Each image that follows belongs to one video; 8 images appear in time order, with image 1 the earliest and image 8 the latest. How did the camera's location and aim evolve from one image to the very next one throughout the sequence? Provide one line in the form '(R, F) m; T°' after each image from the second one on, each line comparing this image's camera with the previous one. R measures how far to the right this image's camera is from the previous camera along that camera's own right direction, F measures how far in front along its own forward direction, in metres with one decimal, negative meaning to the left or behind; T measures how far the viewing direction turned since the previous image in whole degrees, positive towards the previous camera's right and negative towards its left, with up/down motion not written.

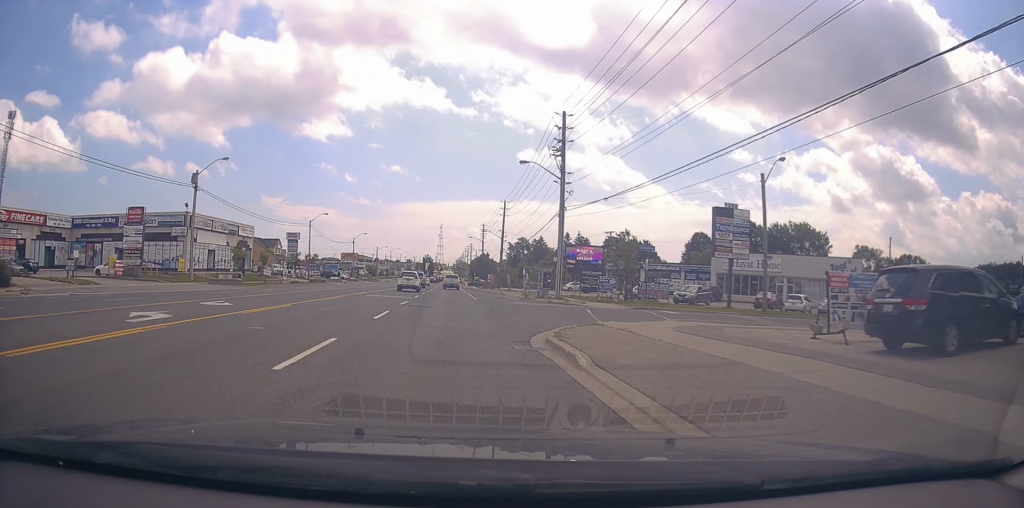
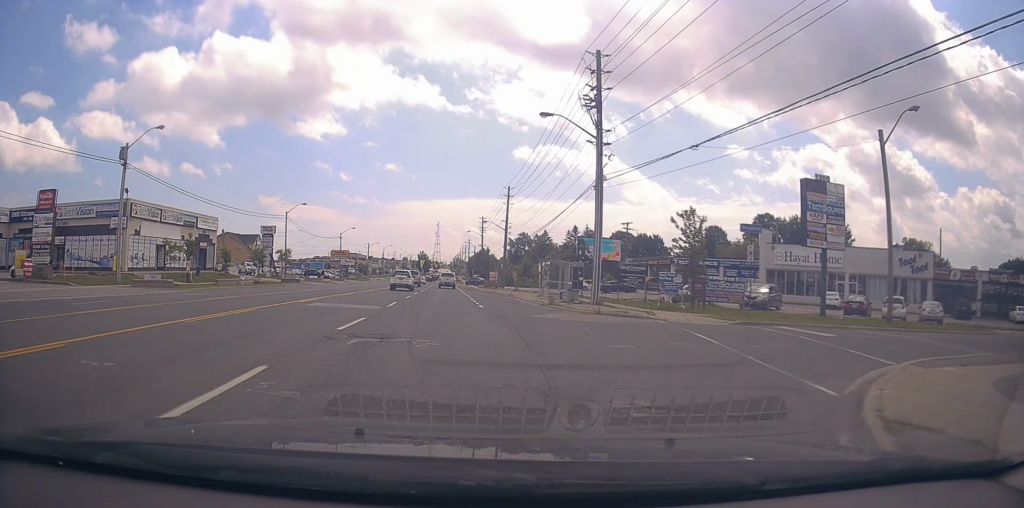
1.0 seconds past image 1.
(0.0, +12.8) m; 0°
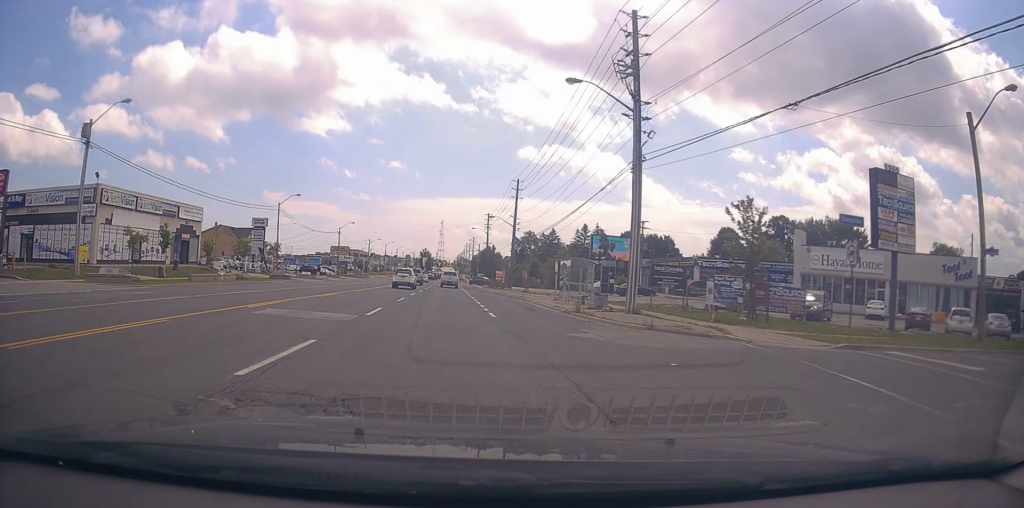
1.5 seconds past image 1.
(0.0, +6.1) m; 0°
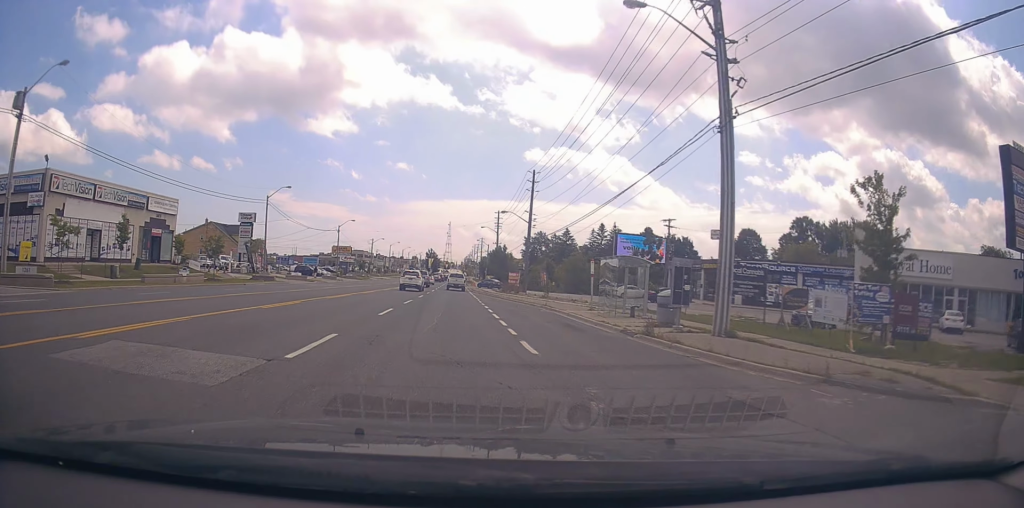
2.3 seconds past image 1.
(-0.1, +8.8) m; +1°
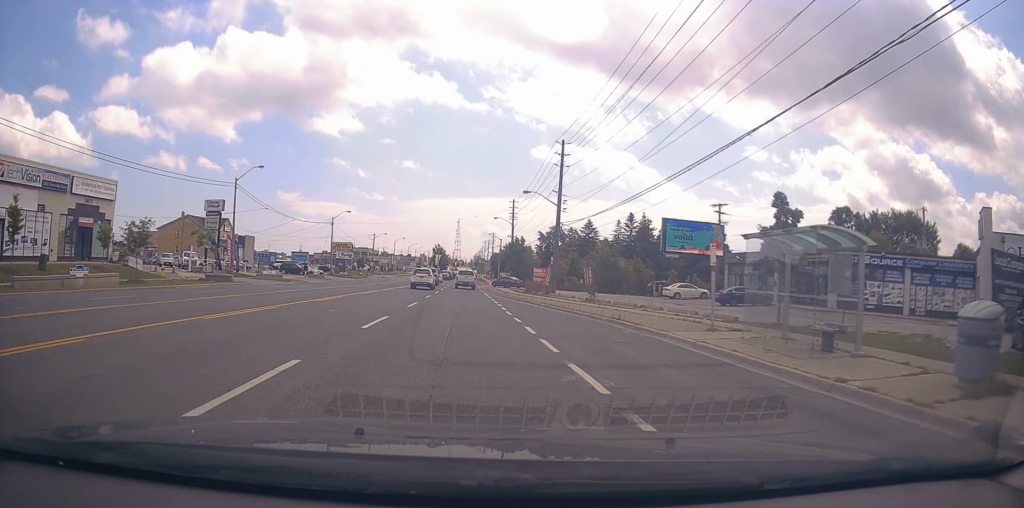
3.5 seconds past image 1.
(+0.4, +13.9) m; 0°
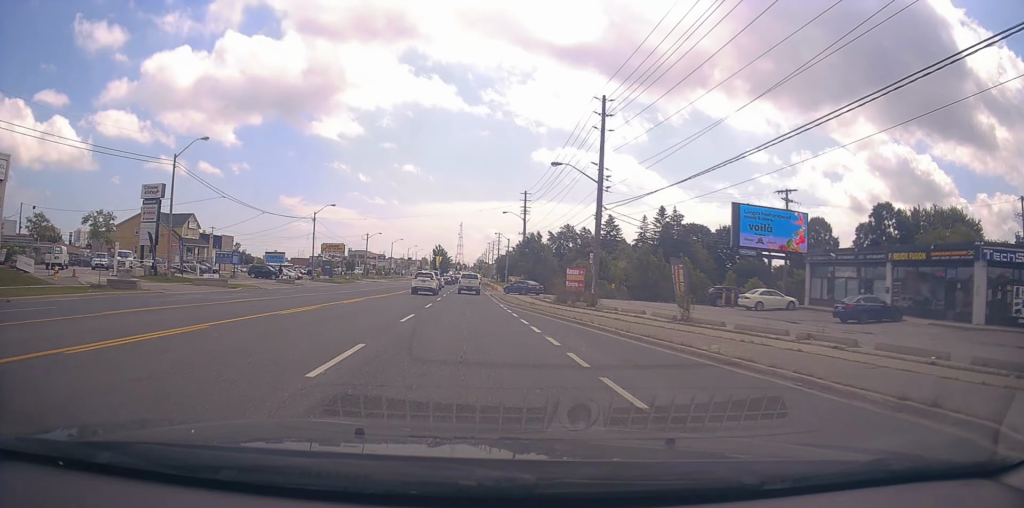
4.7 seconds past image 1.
(-0.6, +13.8) m; -4°
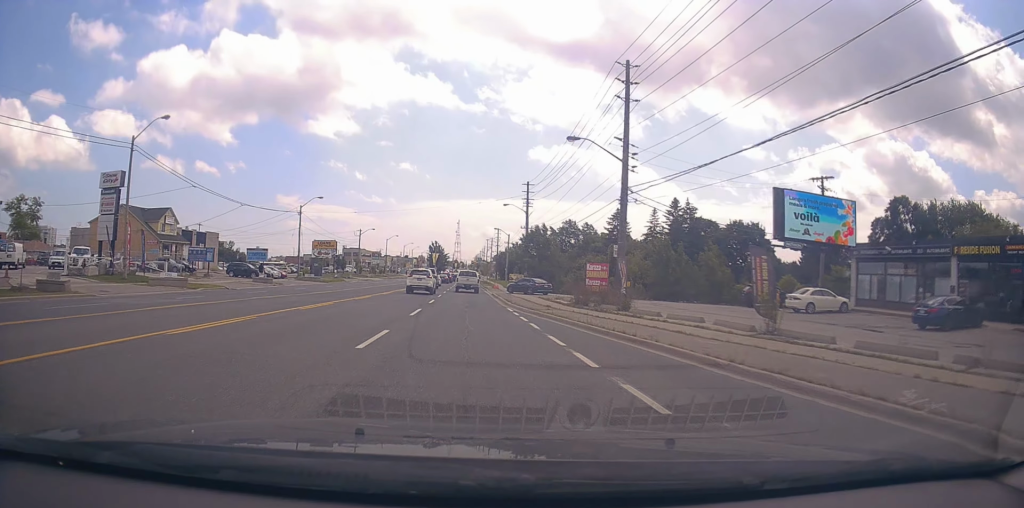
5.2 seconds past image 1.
(-0.2, +6.0) m; 0°
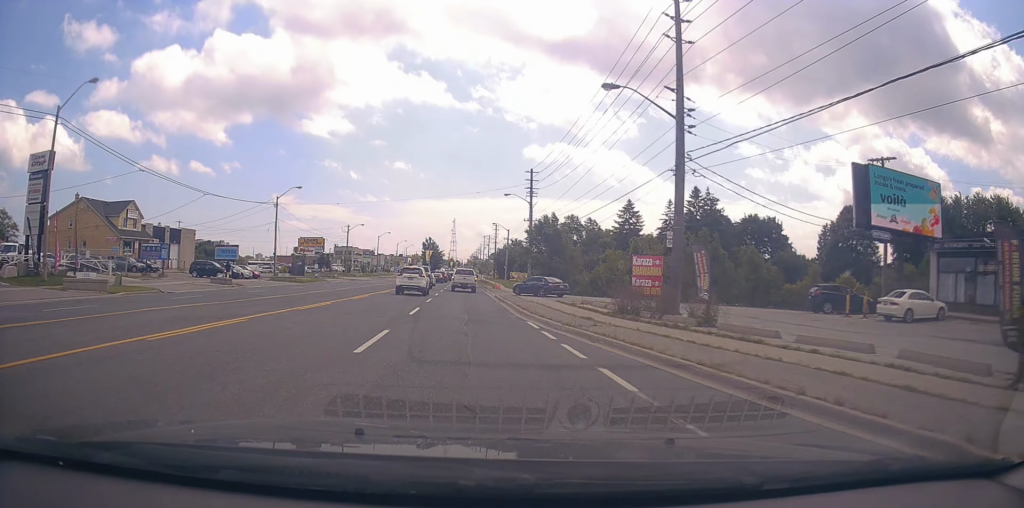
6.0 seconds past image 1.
(+0.1, +8.5) m; +1°
